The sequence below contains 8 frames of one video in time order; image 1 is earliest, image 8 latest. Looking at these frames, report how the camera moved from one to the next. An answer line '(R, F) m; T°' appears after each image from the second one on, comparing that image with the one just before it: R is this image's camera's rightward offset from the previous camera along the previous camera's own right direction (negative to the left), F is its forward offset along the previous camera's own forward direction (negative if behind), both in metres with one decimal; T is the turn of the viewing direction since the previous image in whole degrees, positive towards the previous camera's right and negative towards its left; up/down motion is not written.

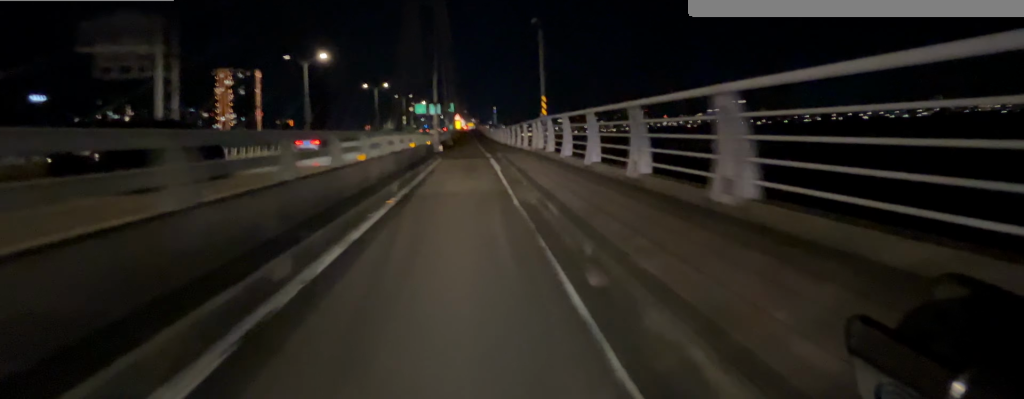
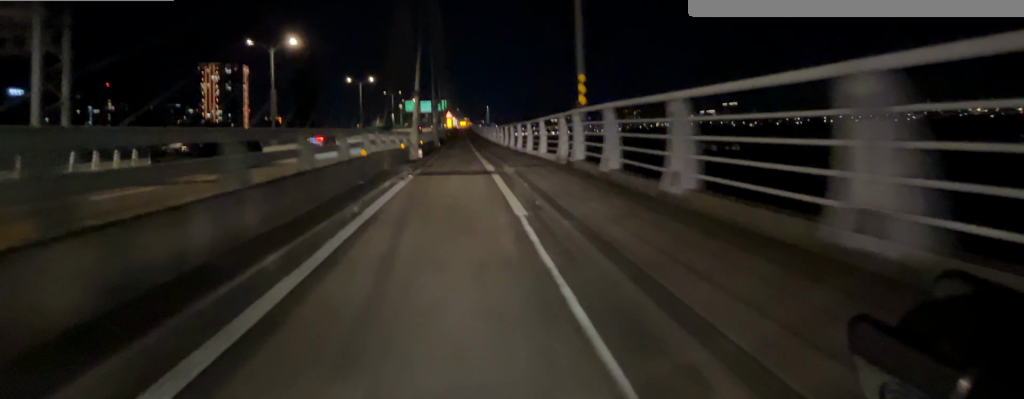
(0.0, +6.8) m; 0°
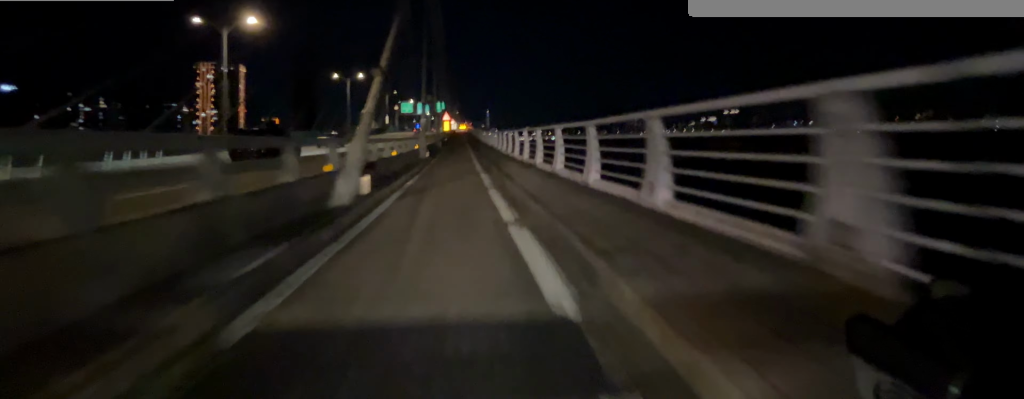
(0.0, +9.5) m; 0°
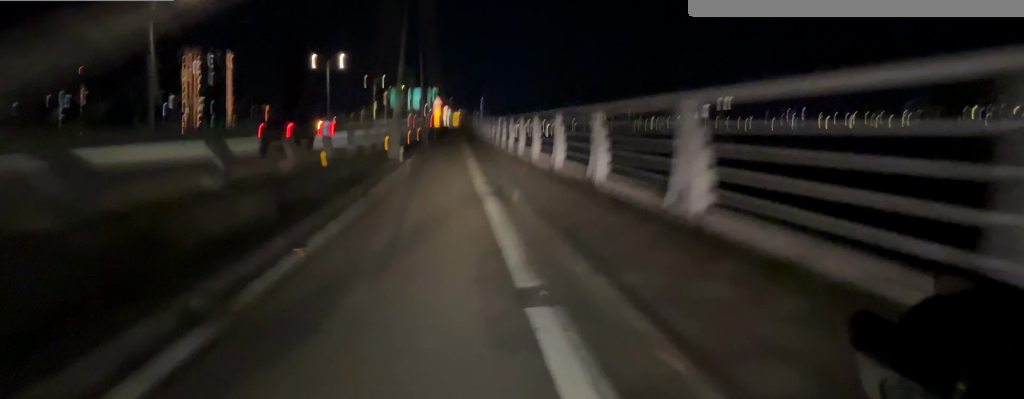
(0.0, +8.5) m; -1°
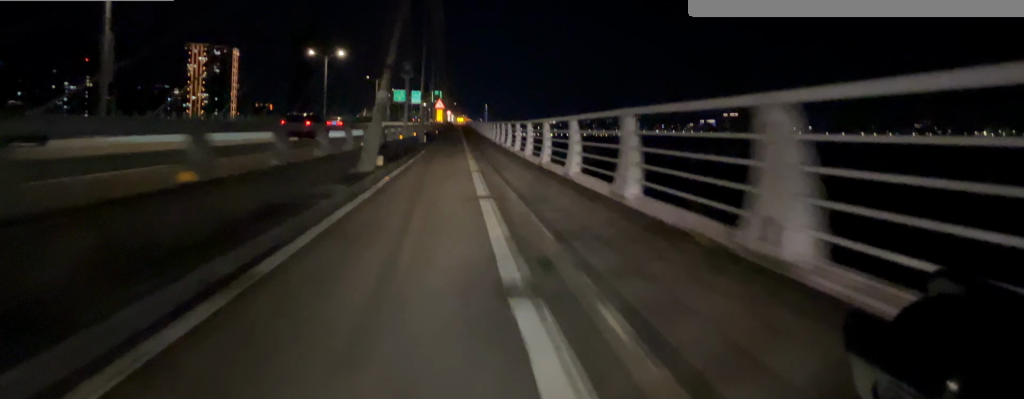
(0.0, +5.1) m; 0°
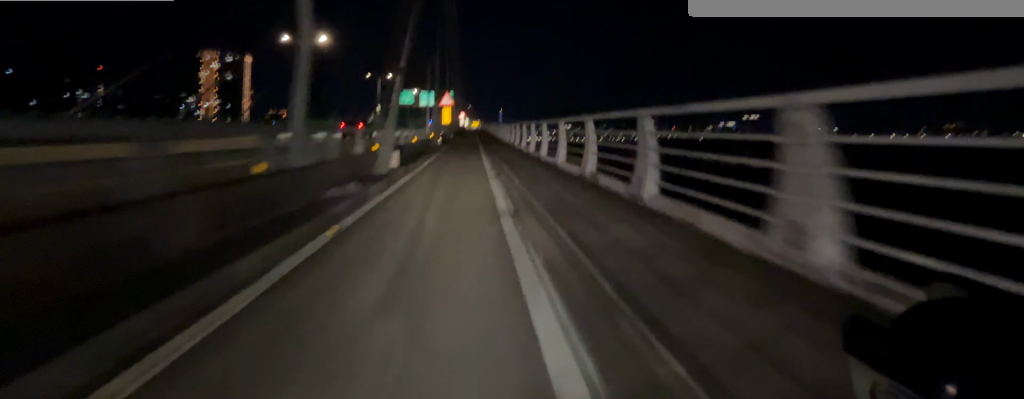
(-0.2, +16.9) m; 0°
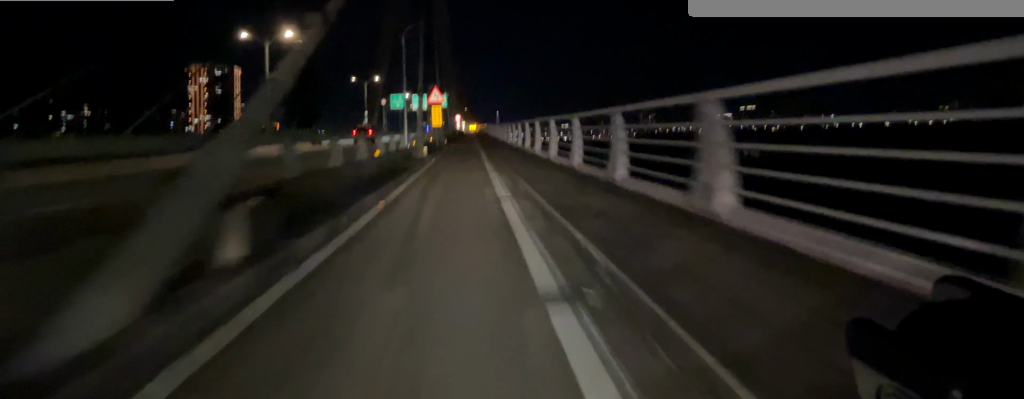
(0.0, +8.4) m; 0°
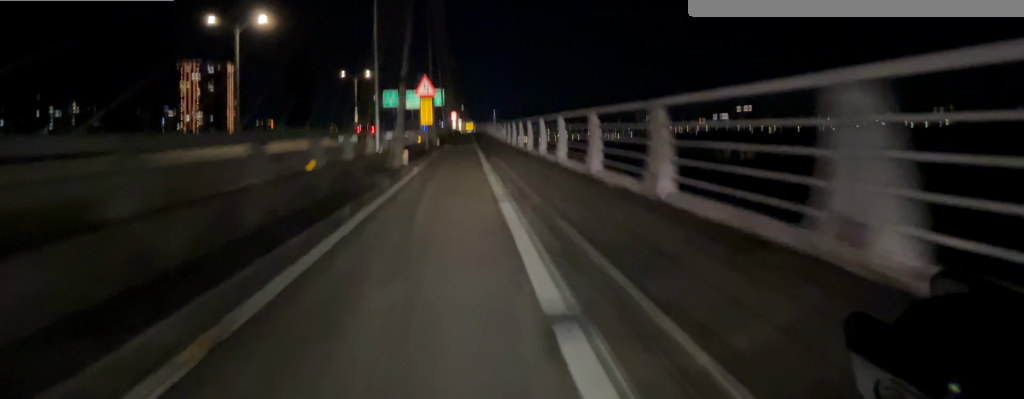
(+0.1, +5.0) m; 0°
